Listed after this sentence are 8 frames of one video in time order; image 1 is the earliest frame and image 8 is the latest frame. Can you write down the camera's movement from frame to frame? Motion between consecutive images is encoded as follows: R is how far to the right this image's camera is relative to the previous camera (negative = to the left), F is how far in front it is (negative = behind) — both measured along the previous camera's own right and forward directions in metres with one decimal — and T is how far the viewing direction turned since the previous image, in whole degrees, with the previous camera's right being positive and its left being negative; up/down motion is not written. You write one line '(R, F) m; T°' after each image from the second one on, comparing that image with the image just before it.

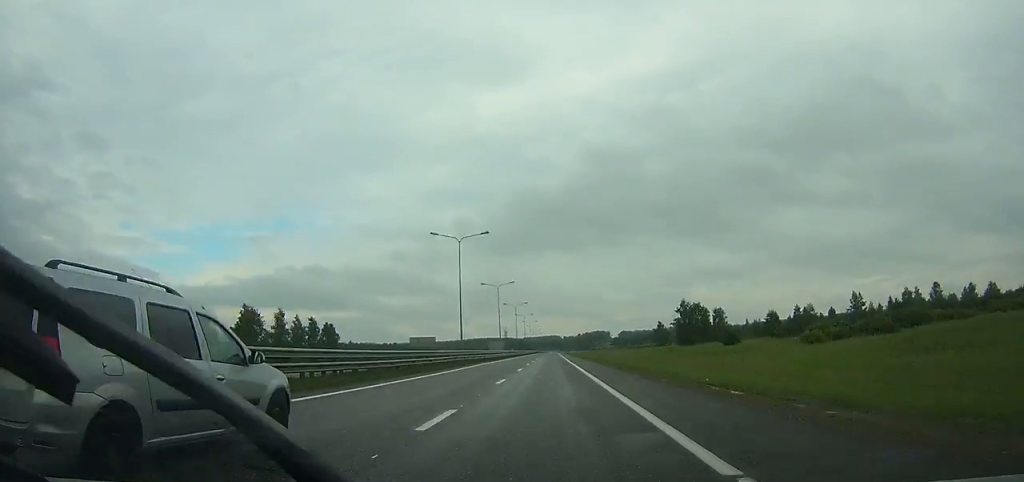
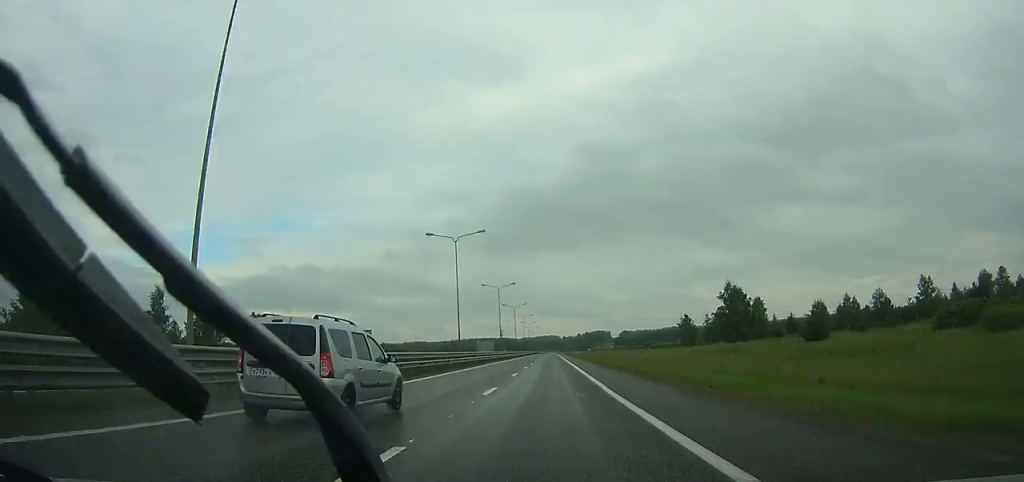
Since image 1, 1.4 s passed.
(0.0, +39.9) m; 0°
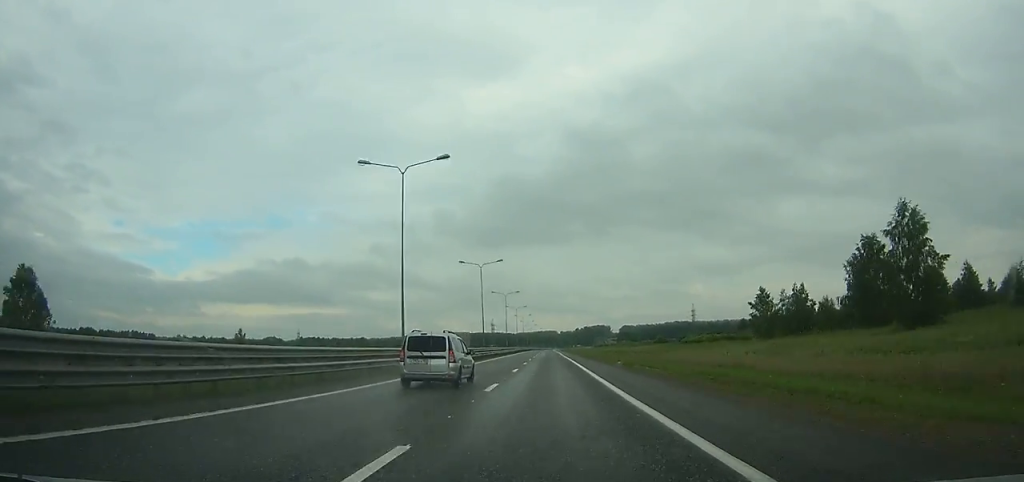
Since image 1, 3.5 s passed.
(+0.1, +59.7) m; 0°
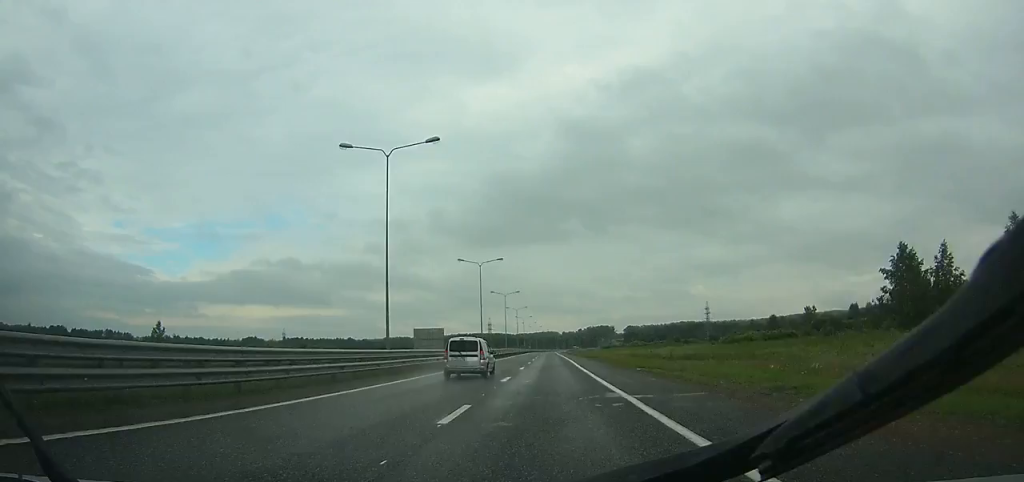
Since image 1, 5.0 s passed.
(+0.1, +42.1) m; 0°
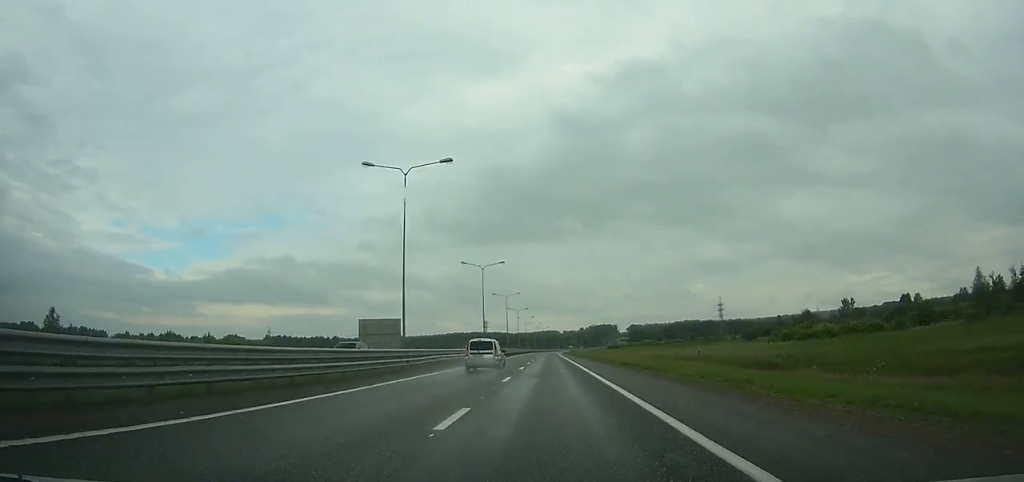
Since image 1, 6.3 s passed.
(0.0, +36.5) m; 0°
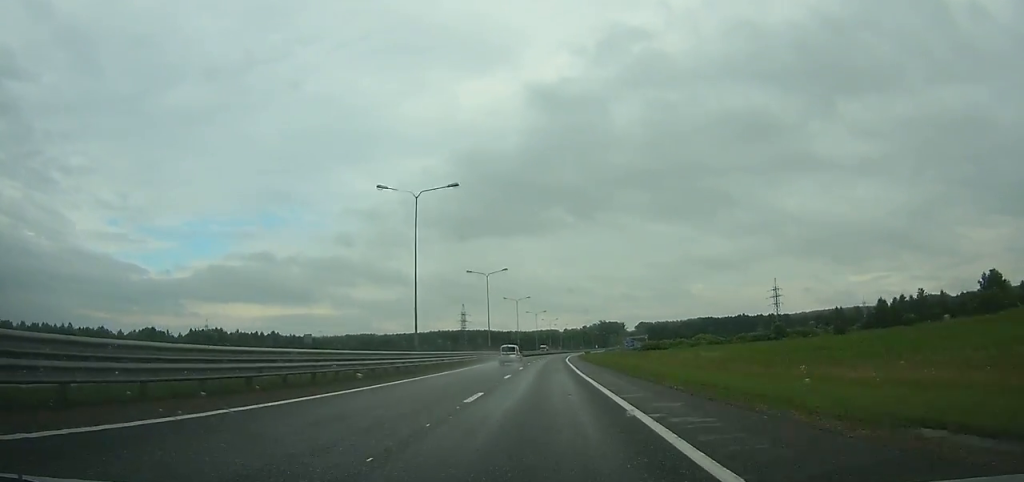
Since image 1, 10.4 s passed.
(-0.1, +114.1) m; 0°
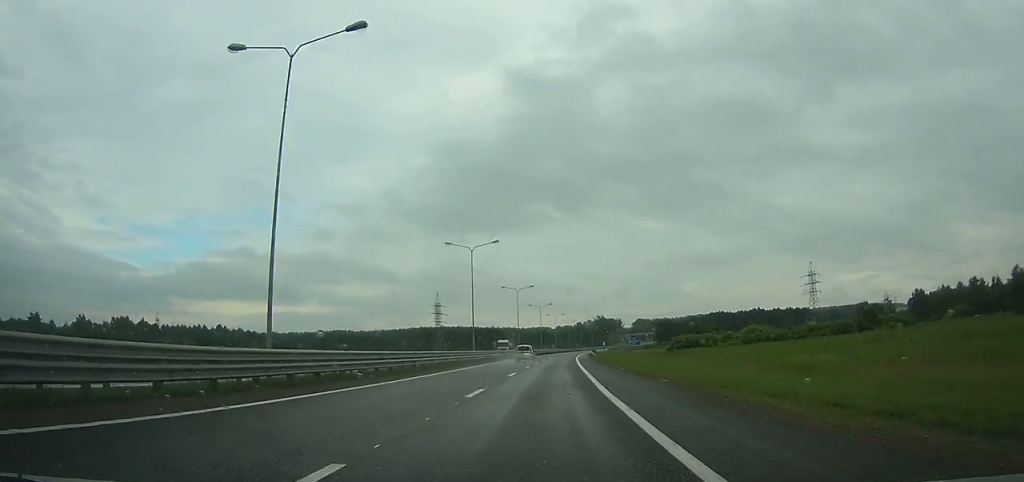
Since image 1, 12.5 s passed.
(-0.1, +58.2) m; +1°
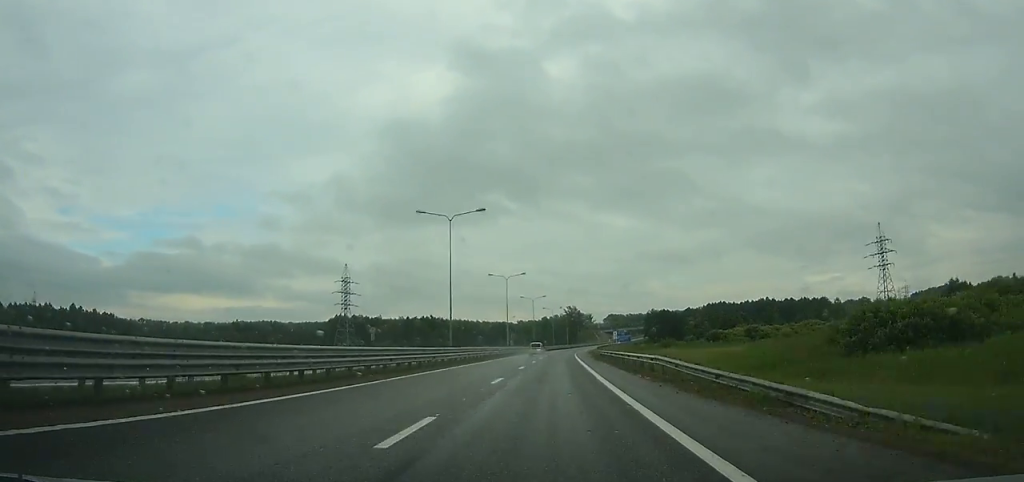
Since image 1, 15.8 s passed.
(+2.1, +91.0) m; +3°
